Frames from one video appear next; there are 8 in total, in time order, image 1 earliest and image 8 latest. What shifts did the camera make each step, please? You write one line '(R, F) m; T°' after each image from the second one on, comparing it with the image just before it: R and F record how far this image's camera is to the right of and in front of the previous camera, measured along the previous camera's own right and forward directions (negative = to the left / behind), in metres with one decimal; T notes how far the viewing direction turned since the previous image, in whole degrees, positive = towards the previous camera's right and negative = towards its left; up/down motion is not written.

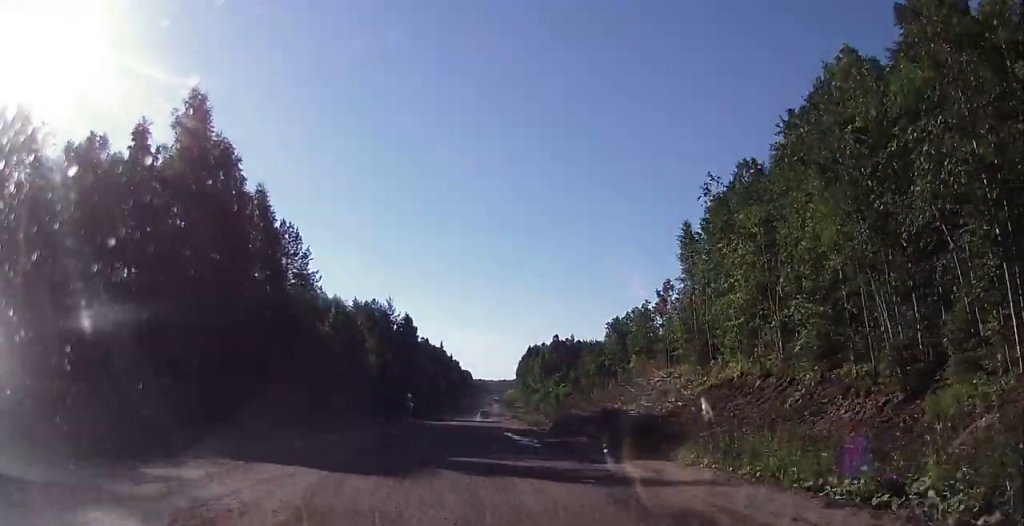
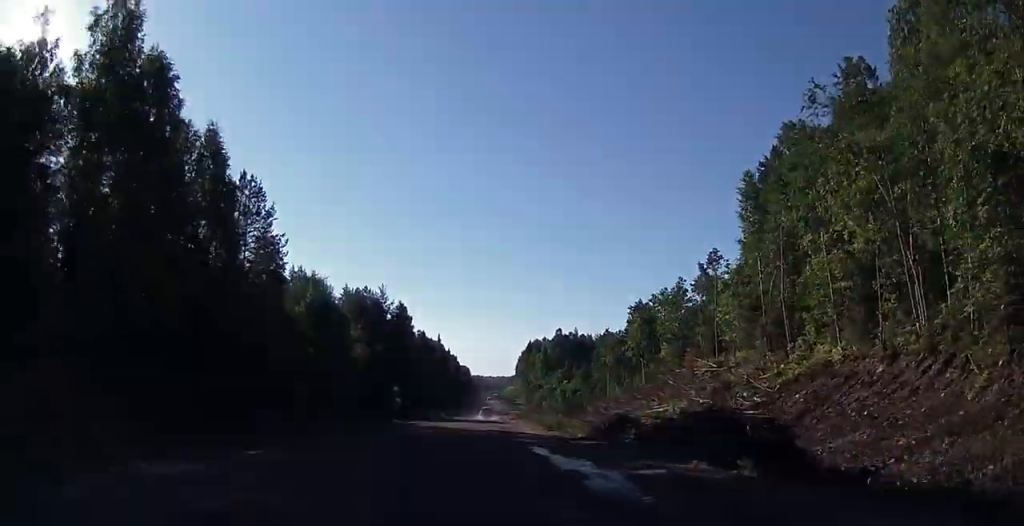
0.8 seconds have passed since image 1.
(0.0, +13.3) m; 0°
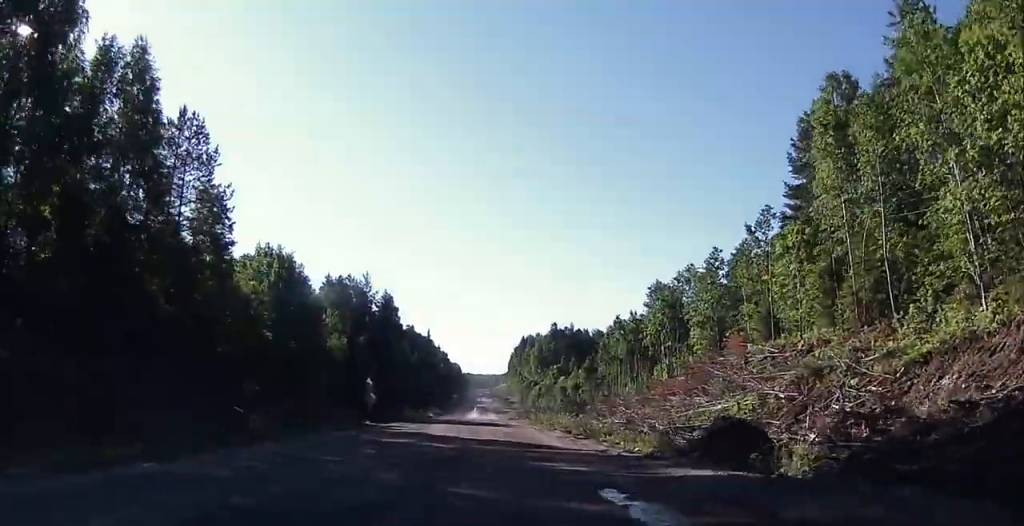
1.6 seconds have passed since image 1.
(0.0, +11.7) m; -1°
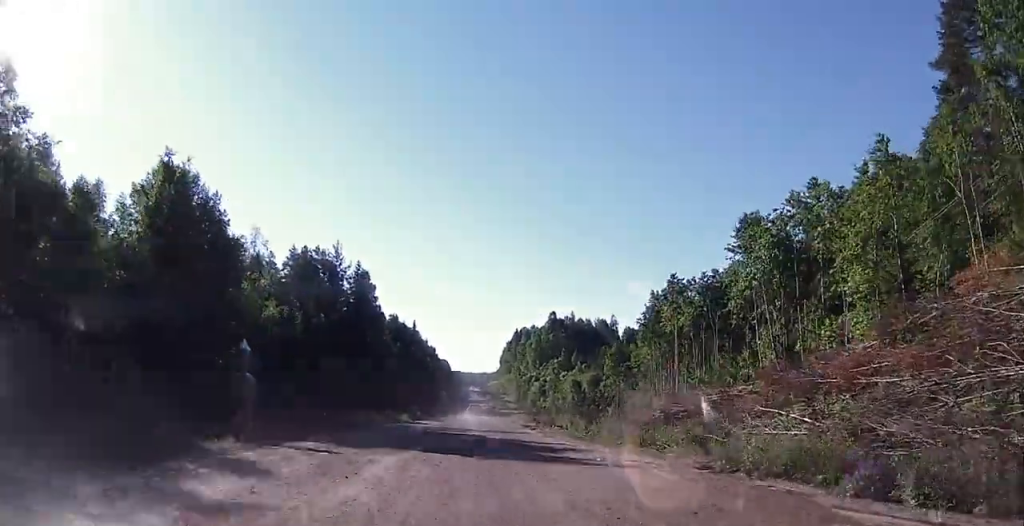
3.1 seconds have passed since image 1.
(-0.3, +24.9) m; 0°
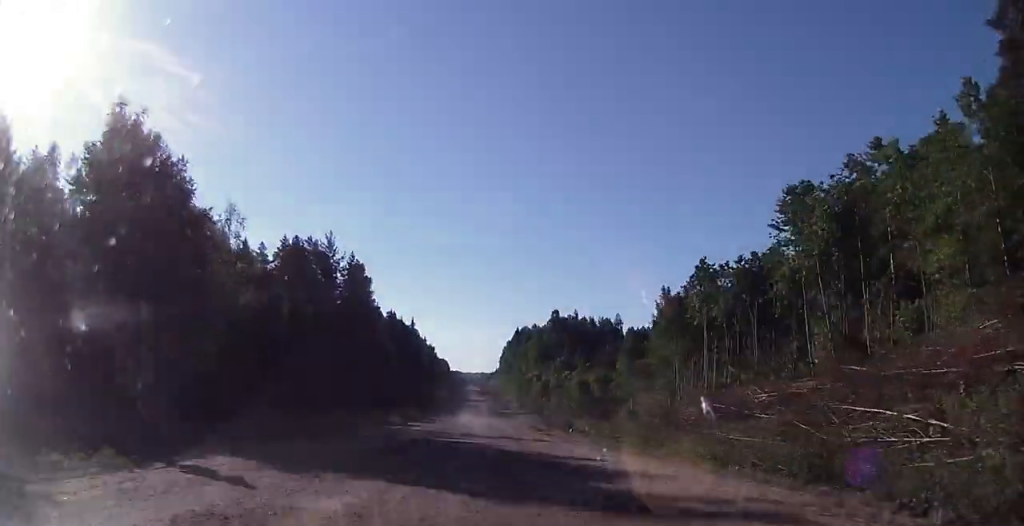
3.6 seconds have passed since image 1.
(0.0, +6.9) m; 0°
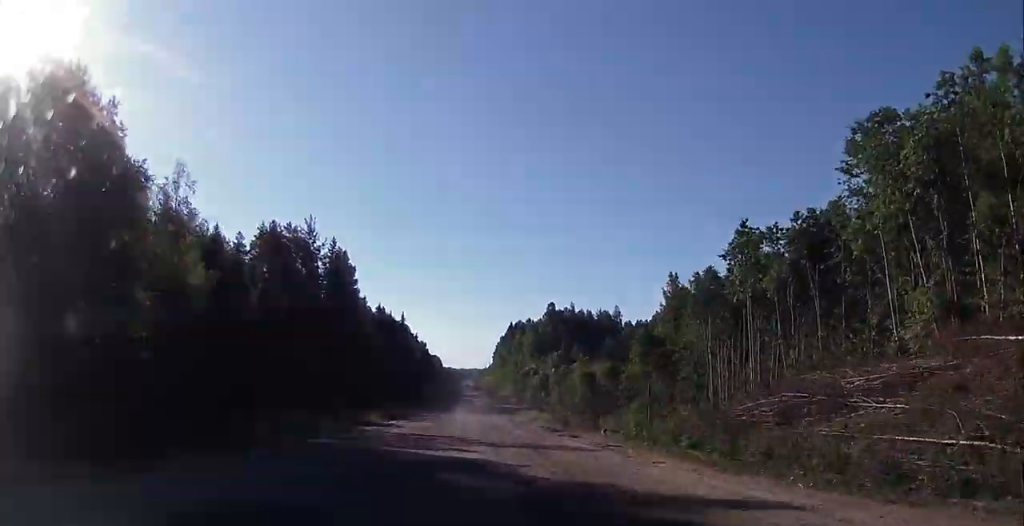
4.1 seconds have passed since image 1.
(+0.1, +9.2) m; +1°
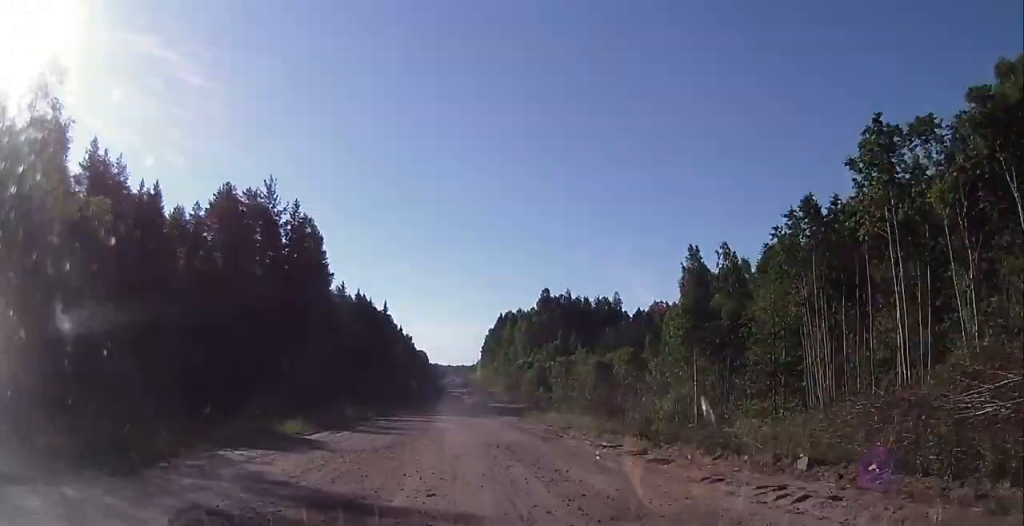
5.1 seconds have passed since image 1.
(+0.3, +16.4) m; -1°
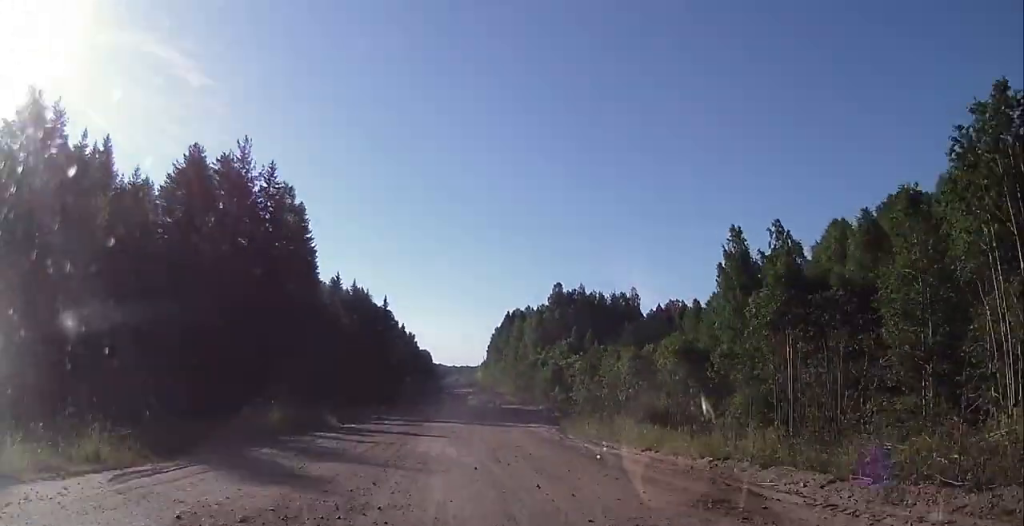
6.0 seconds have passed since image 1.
(-0.3, +14.1) m; 0°
